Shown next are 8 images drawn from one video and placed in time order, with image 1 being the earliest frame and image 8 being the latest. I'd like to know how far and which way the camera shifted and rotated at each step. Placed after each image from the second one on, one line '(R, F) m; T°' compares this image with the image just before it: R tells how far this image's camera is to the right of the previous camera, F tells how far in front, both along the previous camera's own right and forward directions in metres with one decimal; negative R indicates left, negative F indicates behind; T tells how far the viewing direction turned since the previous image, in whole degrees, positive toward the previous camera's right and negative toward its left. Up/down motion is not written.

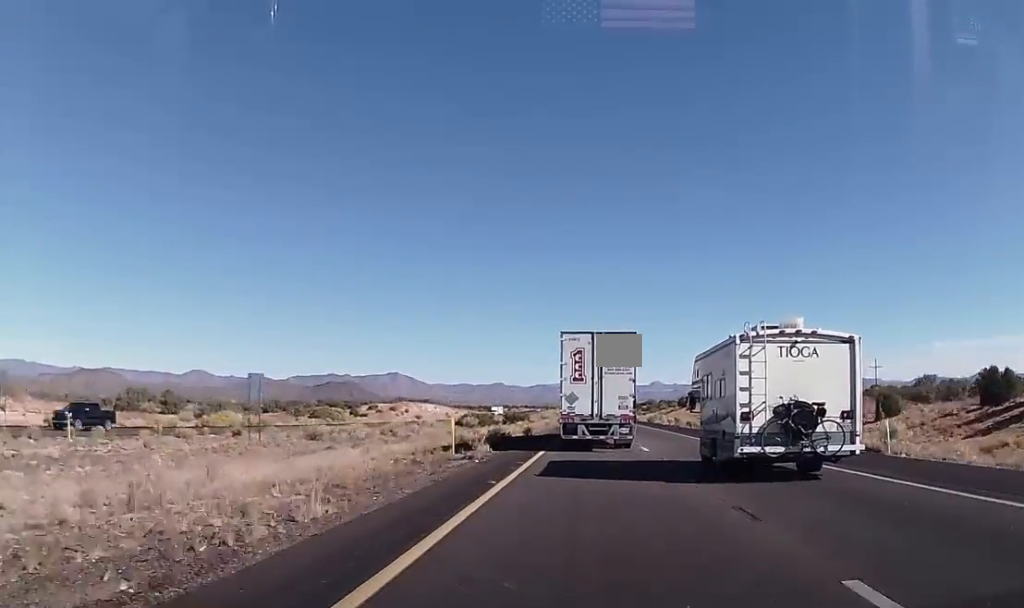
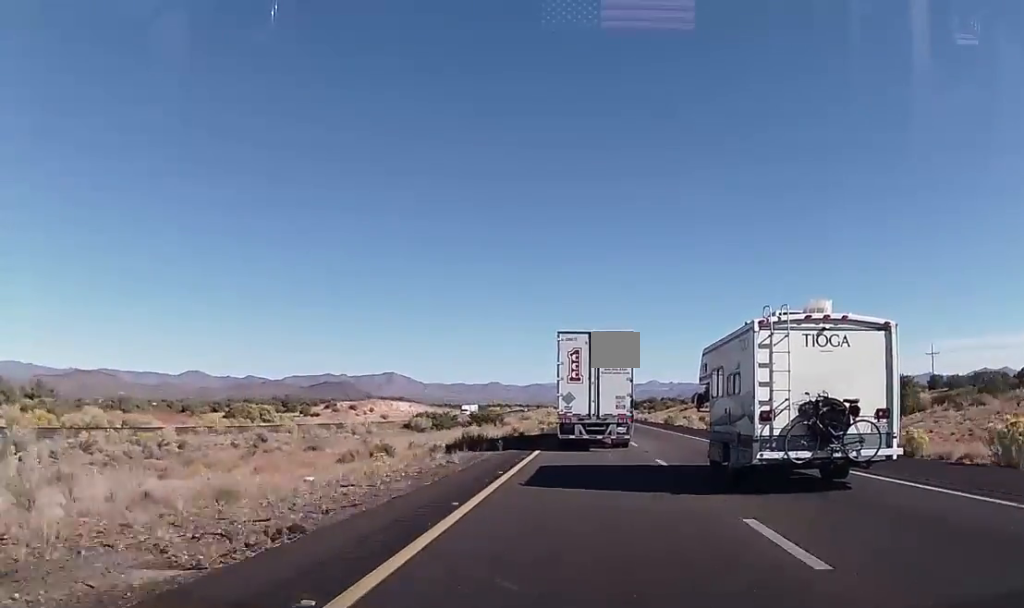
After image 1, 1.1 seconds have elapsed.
(0.0, +33.6) m; 0°
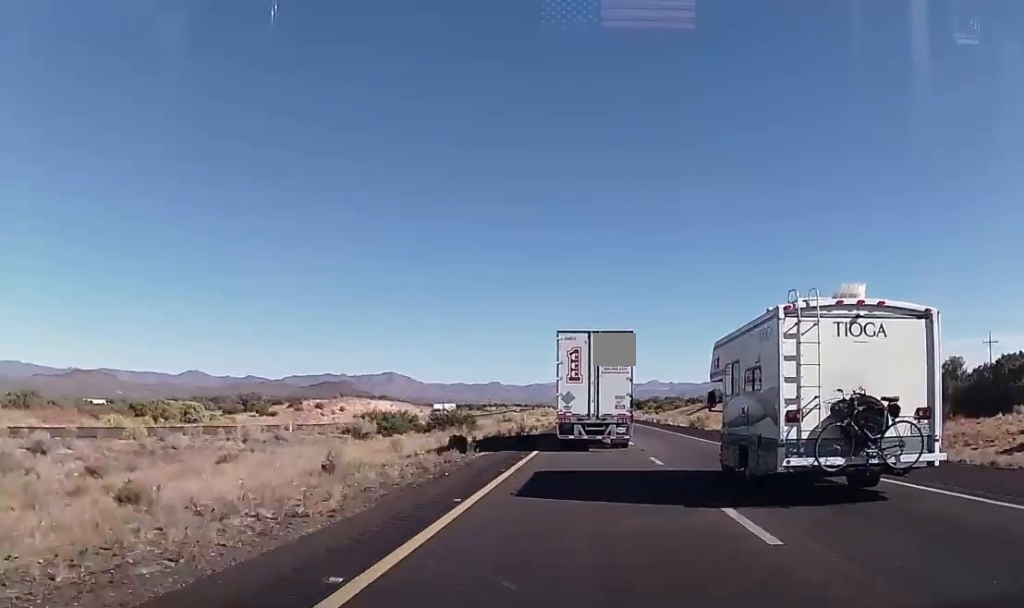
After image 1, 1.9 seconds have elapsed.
(+0.1, +23.5) m; +1°
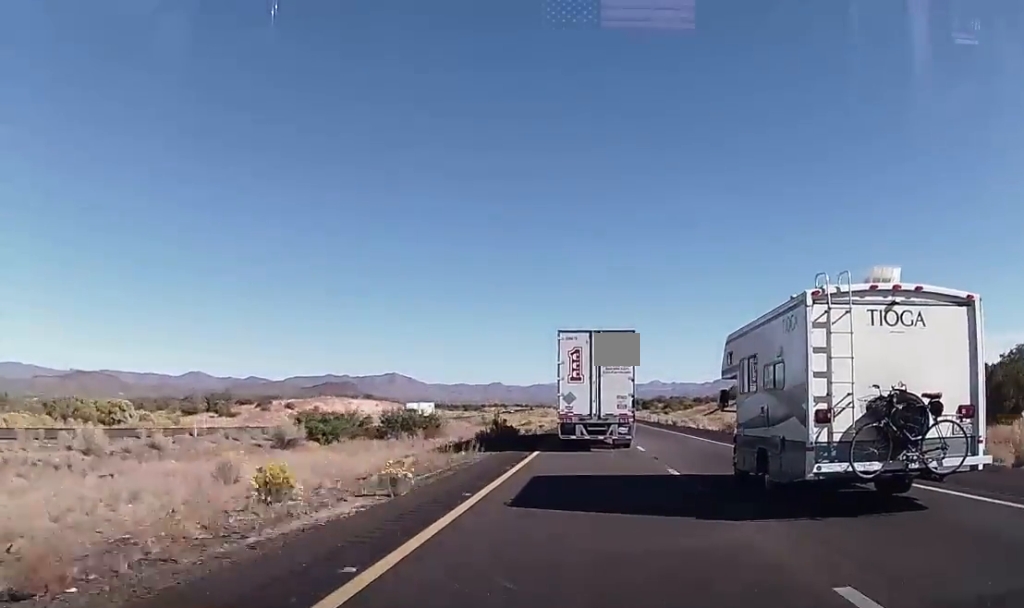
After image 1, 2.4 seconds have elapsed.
(+0.1, +17.5) m; 0°
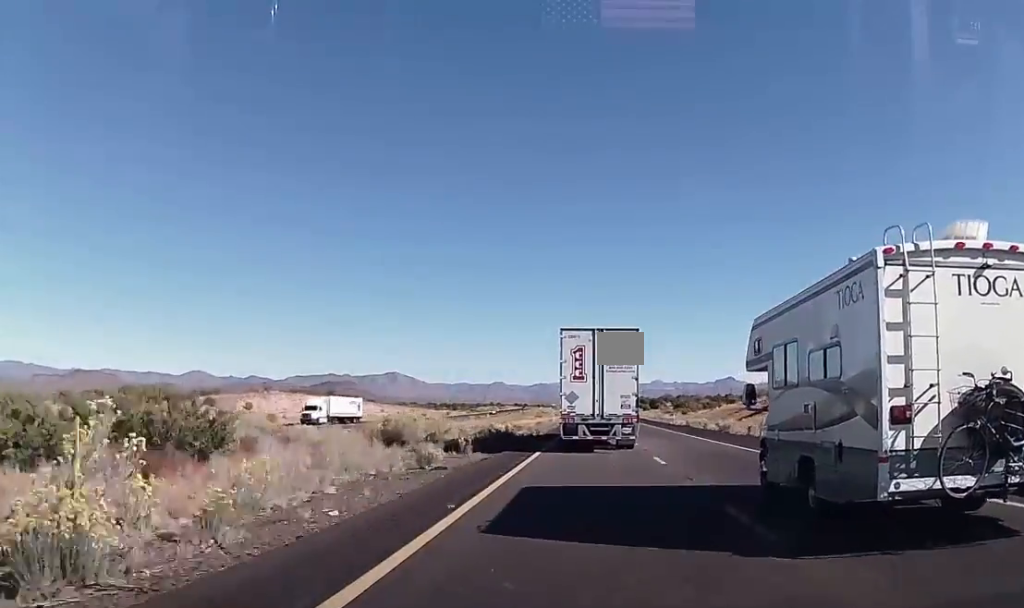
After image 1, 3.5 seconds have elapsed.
(+0.1, +31.9) m; 0°
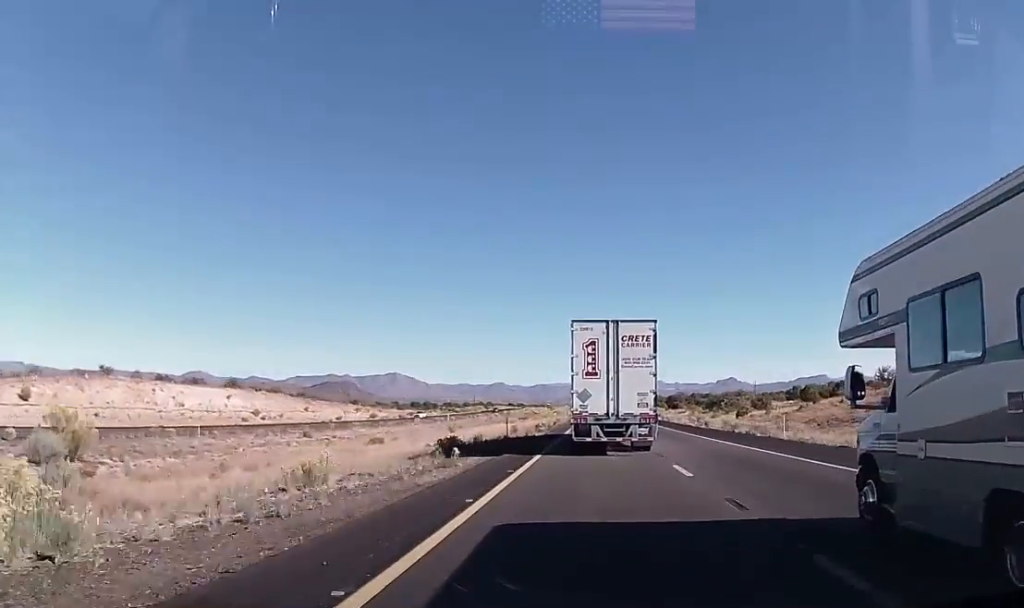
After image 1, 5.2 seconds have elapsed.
(-0.5, +53.7) m; 0°
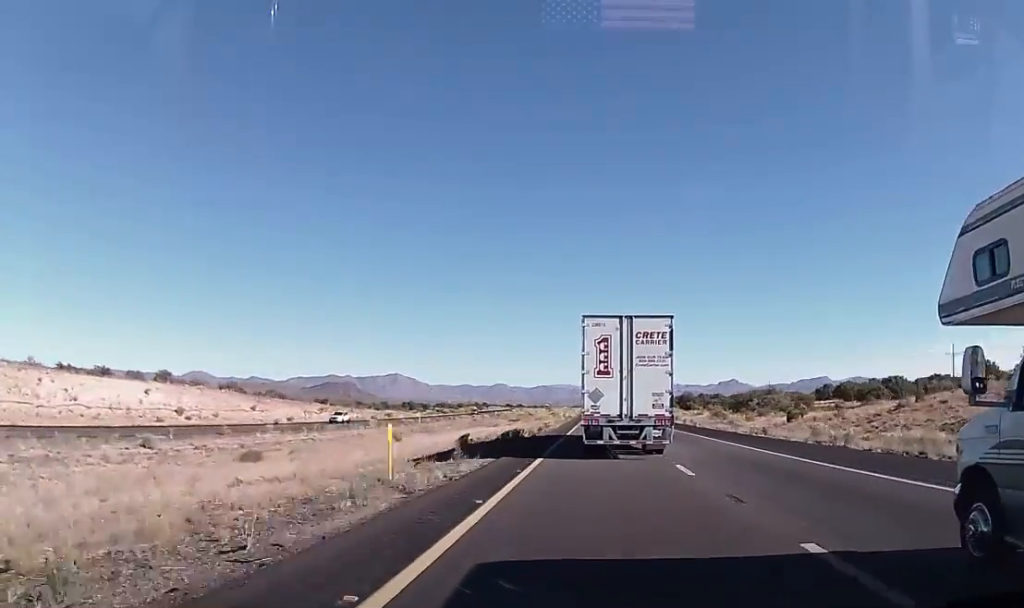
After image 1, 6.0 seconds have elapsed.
(-0.1, +24.0) m; +1°
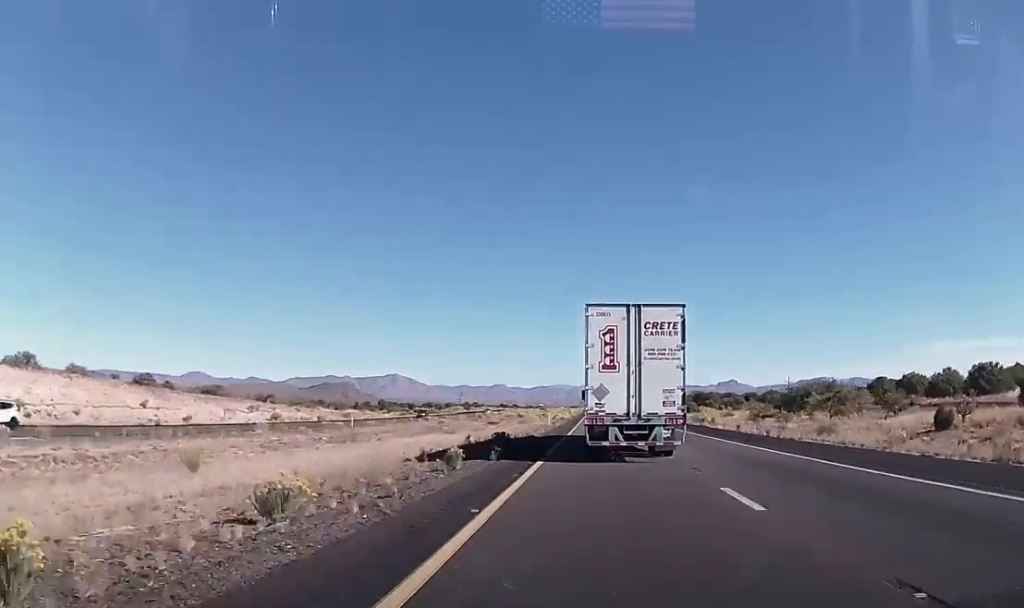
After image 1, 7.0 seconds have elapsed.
(+0.4, +31.3) m; 0°
